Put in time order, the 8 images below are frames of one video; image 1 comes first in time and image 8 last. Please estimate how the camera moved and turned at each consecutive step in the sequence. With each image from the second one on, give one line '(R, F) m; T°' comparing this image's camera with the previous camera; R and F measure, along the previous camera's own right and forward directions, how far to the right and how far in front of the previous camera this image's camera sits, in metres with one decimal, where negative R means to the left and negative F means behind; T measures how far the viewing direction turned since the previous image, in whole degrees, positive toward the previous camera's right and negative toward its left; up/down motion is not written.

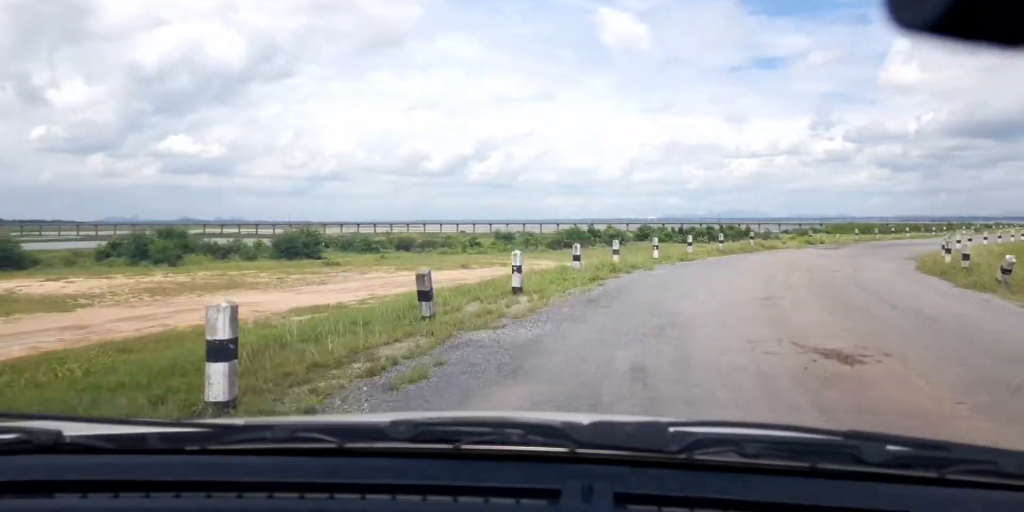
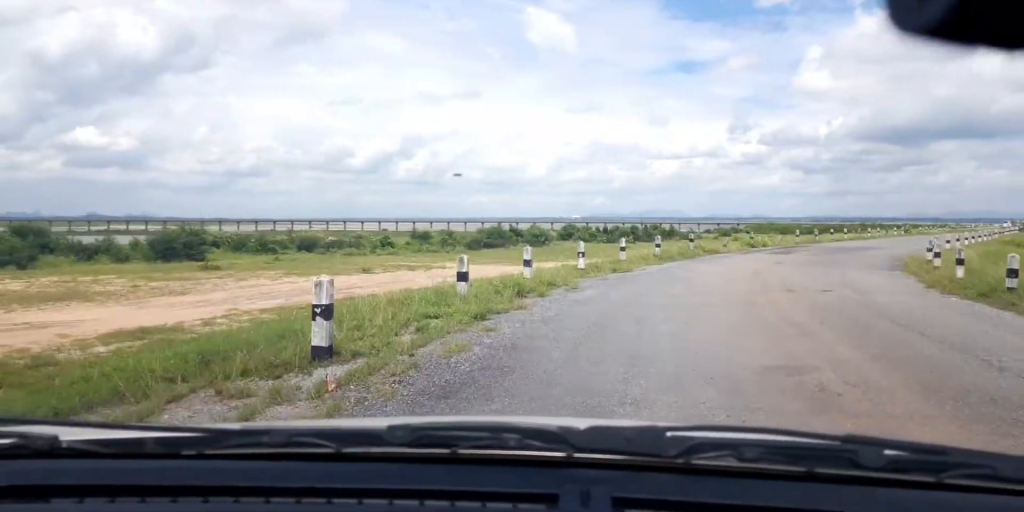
(+0.1, +6.3) m; +7°
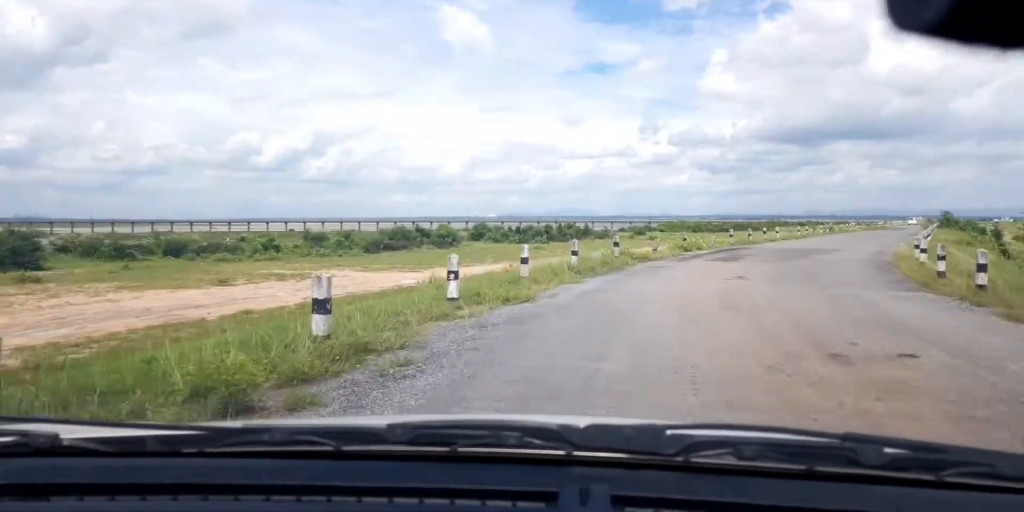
(+0.7, +7.8) m; +7°
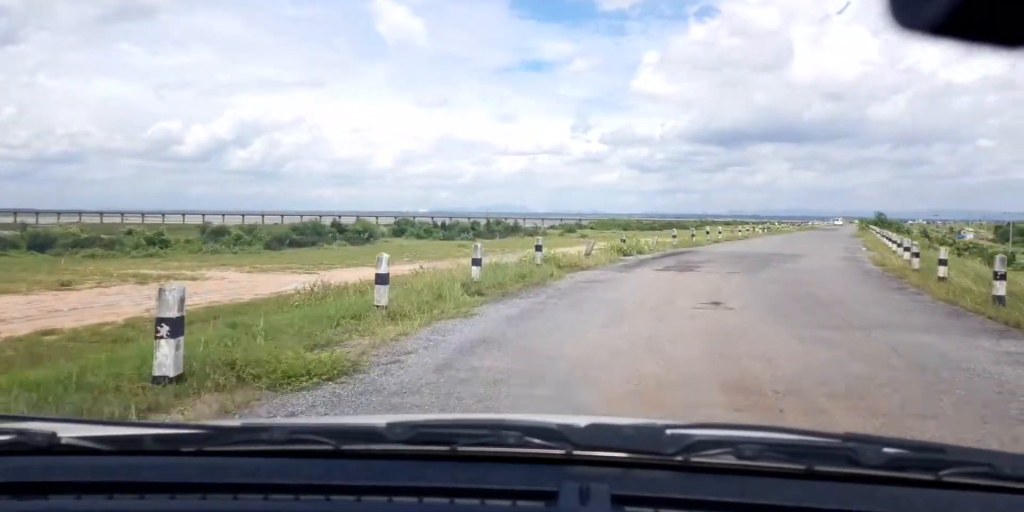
(+0.2, +6.1) m; +5°
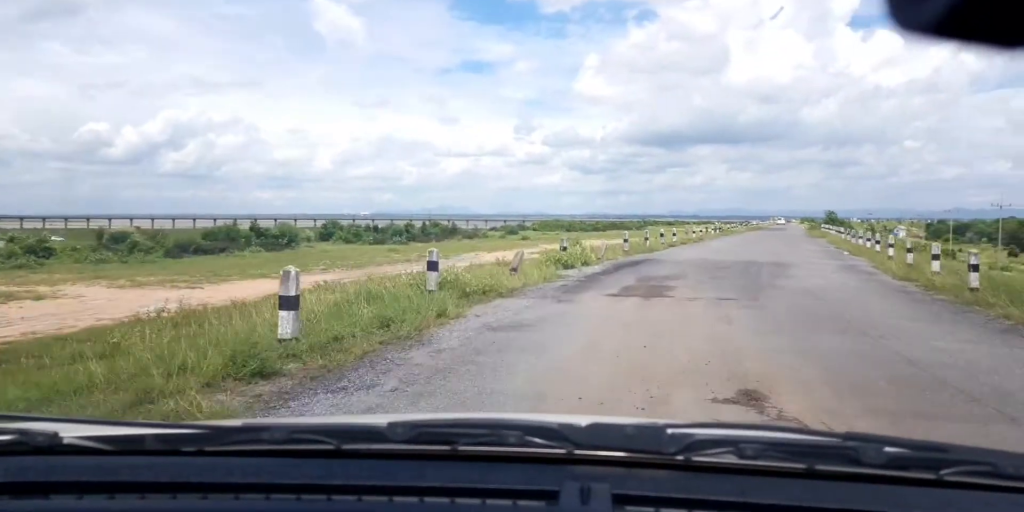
(+0.3, +5.9) m; +5°
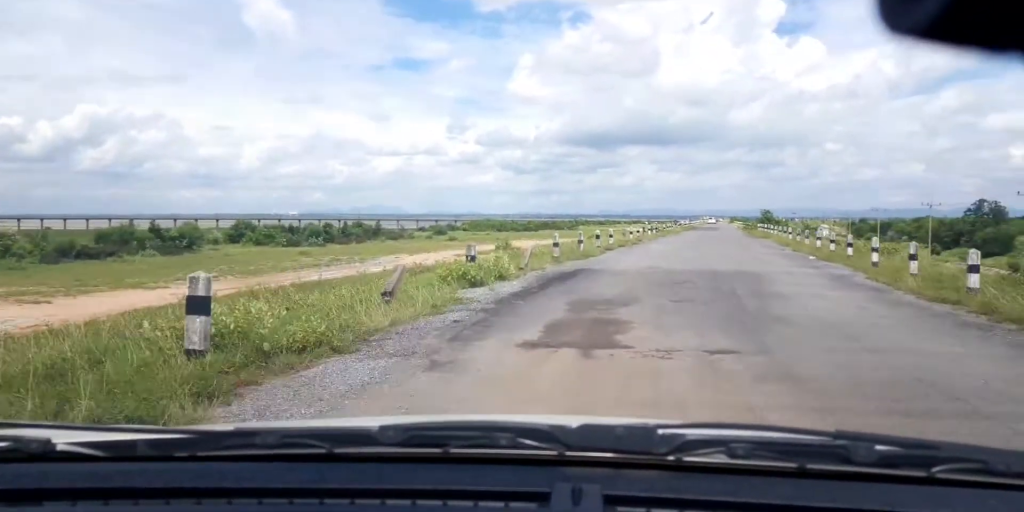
(+0.1, +5.1) m; +5°
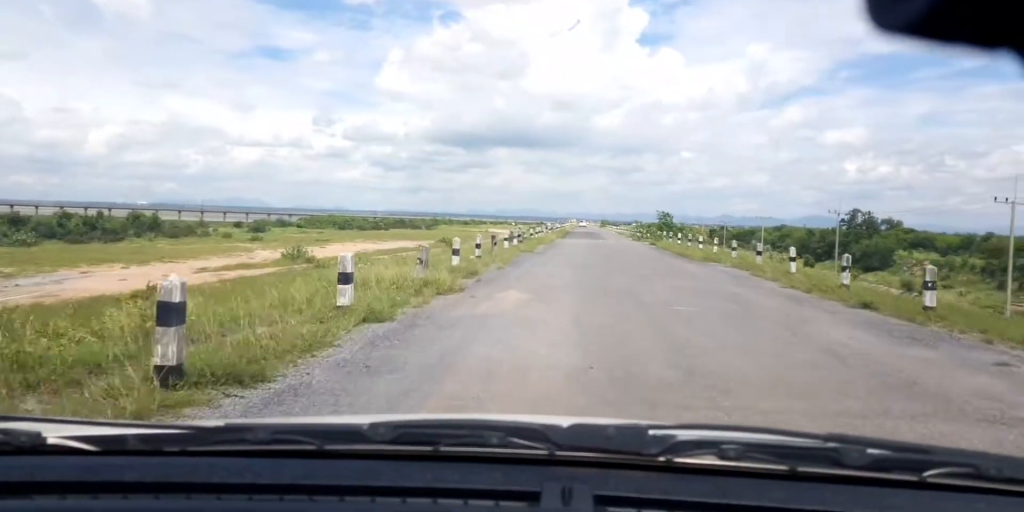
(+2.9, +25.1) m; +8°
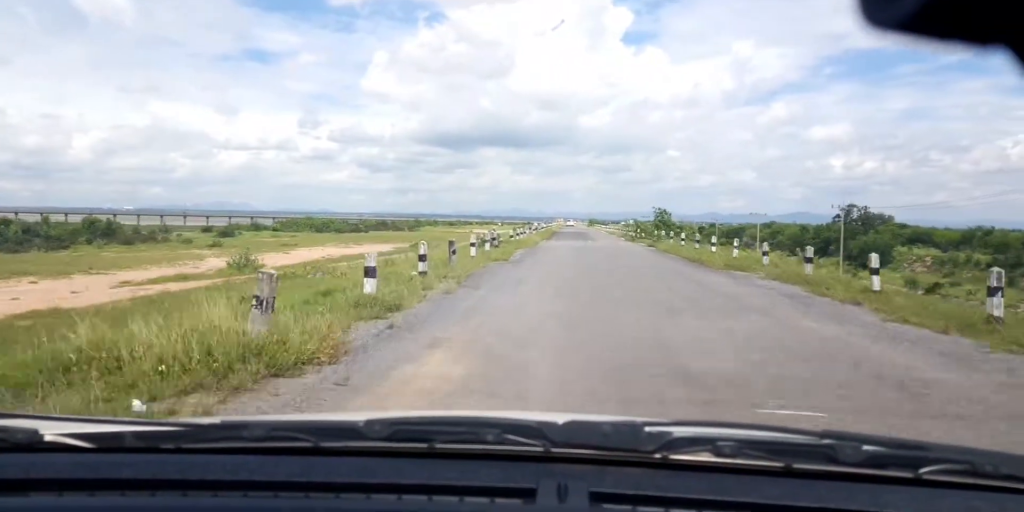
(-0.1, +6.4) m; +1°
